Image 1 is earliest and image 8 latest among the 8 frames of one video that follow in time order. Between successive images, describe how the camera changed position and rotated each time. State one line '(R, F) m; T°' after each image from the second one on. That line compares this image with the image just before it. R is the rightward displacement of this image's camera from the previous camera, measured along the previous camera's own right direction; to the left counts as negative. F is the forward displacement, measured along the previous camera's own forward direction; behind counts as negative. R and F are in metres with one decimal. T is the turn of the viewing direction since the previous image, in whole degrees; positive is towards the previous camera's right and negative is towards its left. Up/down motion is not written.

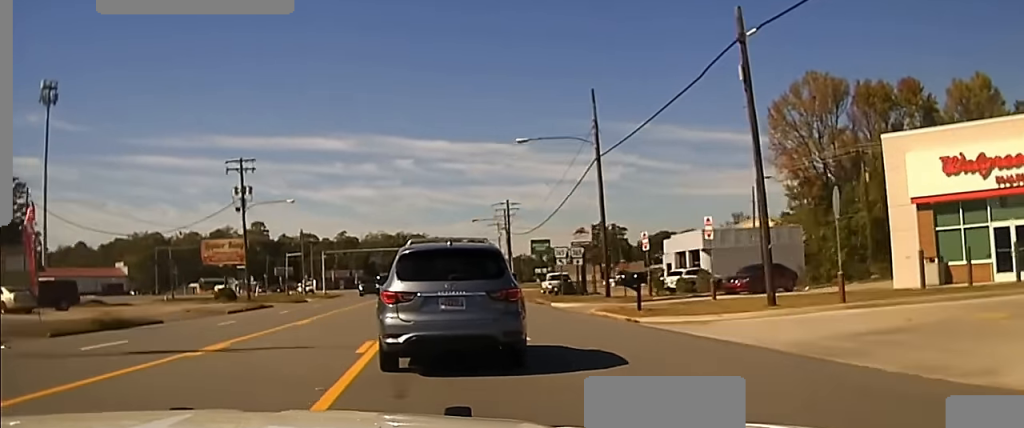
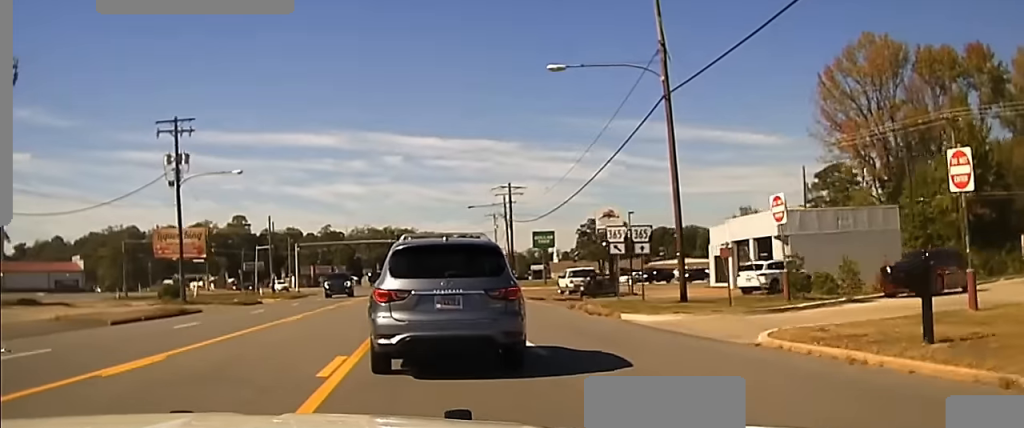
(-0.1, +15.7) m; 0°
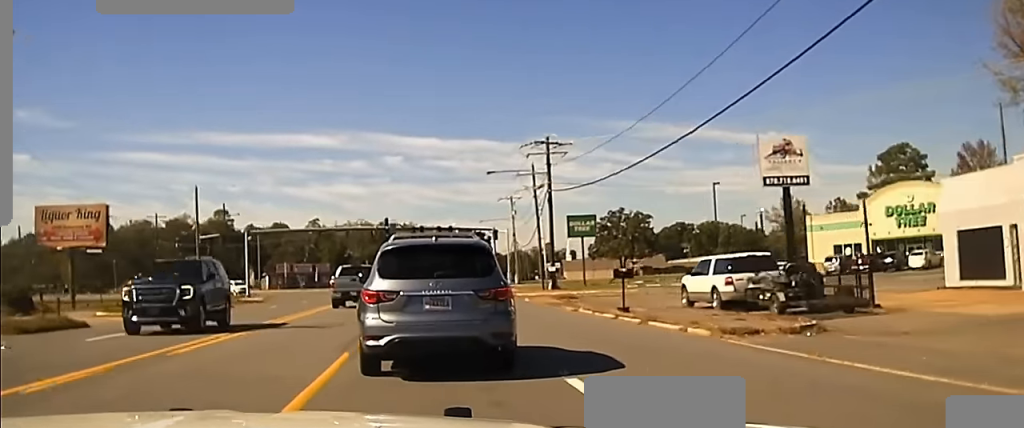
(+0.3, +30.0) m; 0°
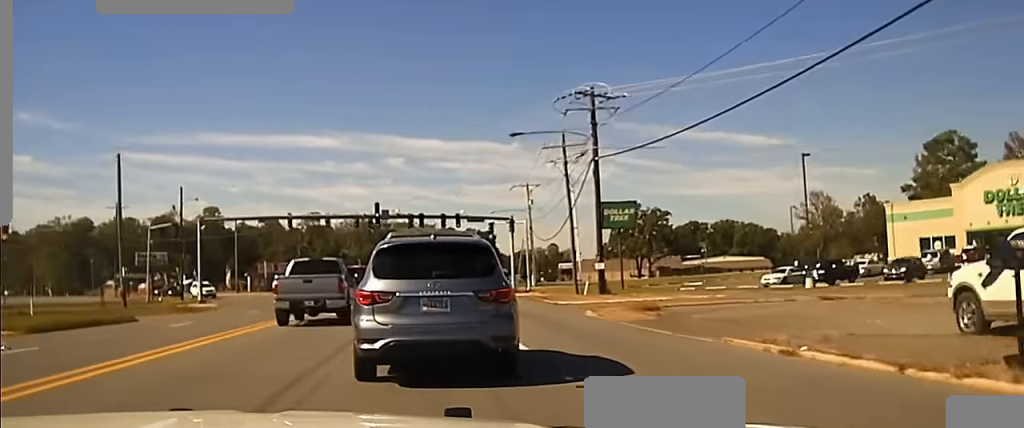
(-0.1, +17.2) m; 0°
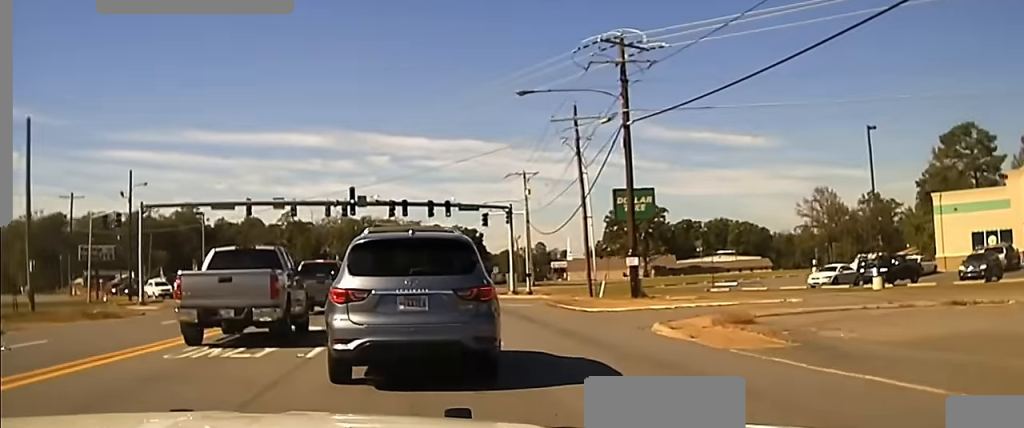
(0.0, +10.8) m; +1°
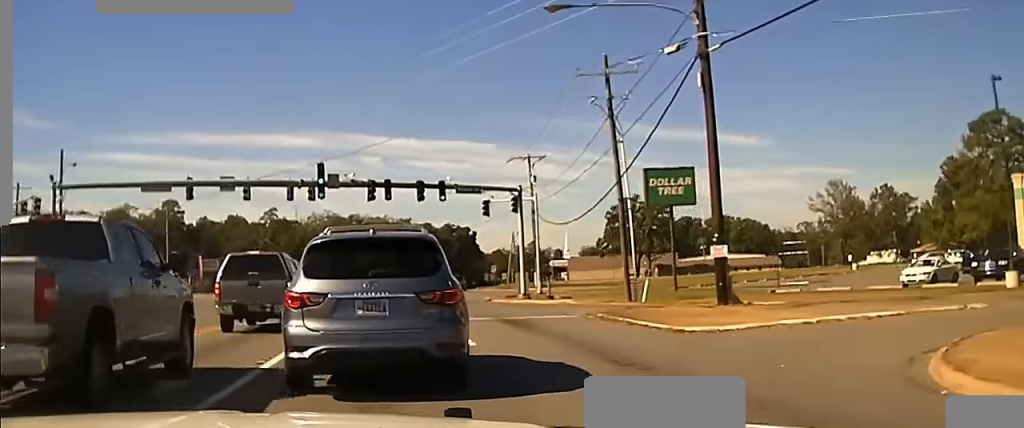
(0.0, +12.0) m; +1°
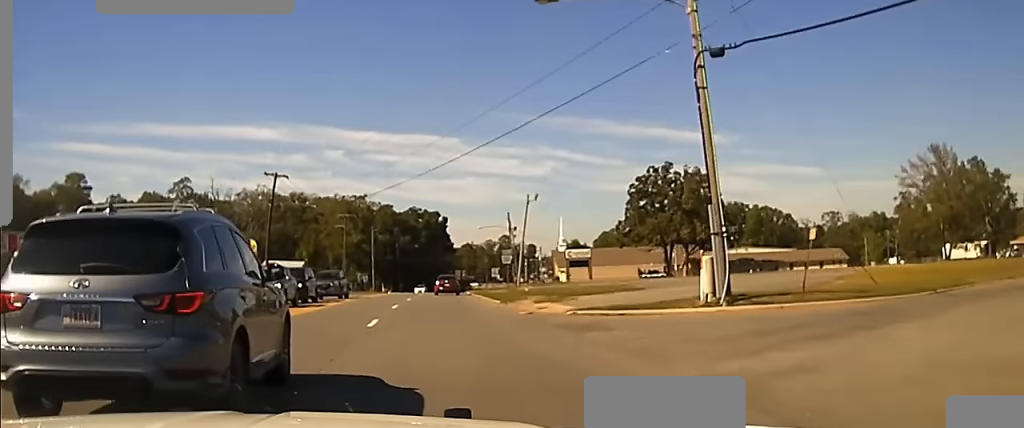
(+2.0, +54.3) m; +3°
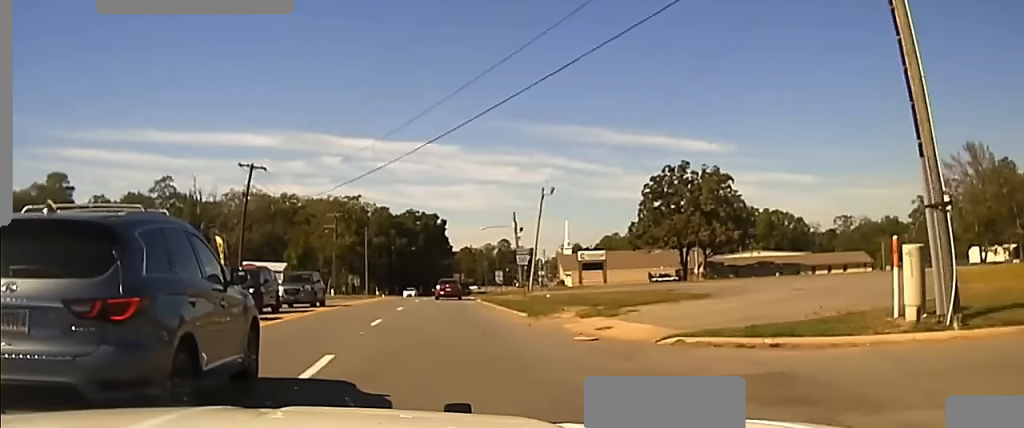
(0.0, +10.5) m; 0°
